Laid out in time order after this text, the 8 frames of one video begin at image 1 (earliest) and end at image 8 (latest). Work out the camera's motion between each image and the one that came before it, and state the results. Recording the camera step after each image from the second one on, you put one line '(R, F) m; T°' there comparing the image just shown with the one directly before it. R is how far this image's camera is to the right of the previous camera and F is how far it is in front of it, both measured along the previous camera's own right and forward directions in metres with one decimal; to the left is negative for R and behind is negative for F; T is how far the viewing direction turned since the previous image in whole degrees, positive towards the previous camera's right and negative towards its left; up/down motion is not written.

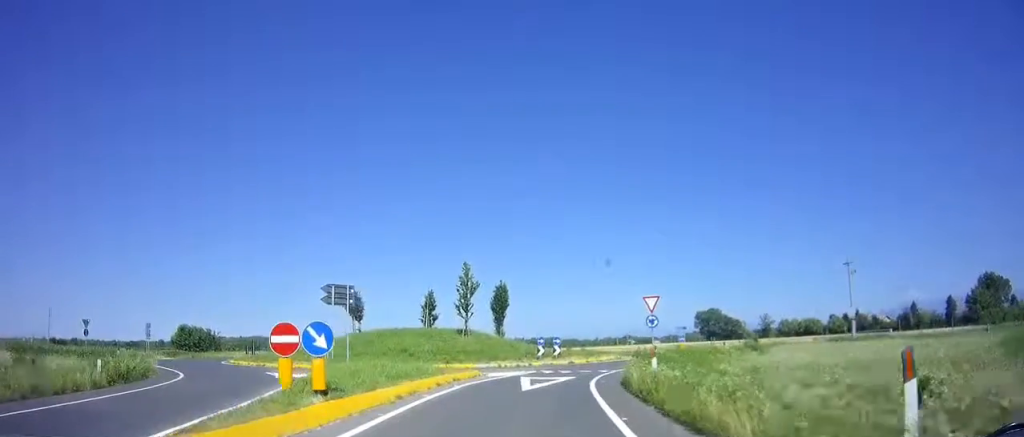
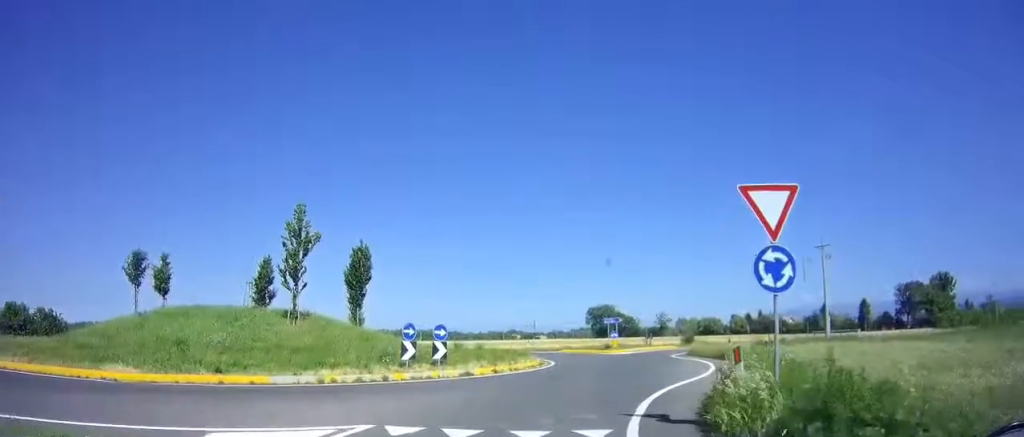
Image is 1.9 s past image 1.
(+1.8, +16.0) m; +6°
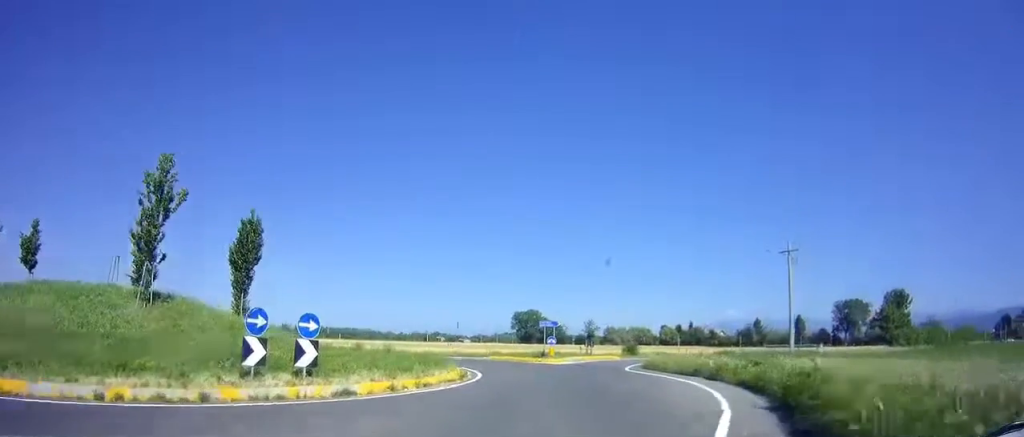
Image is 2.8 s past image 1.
(0.0, +6.6) m; 0°
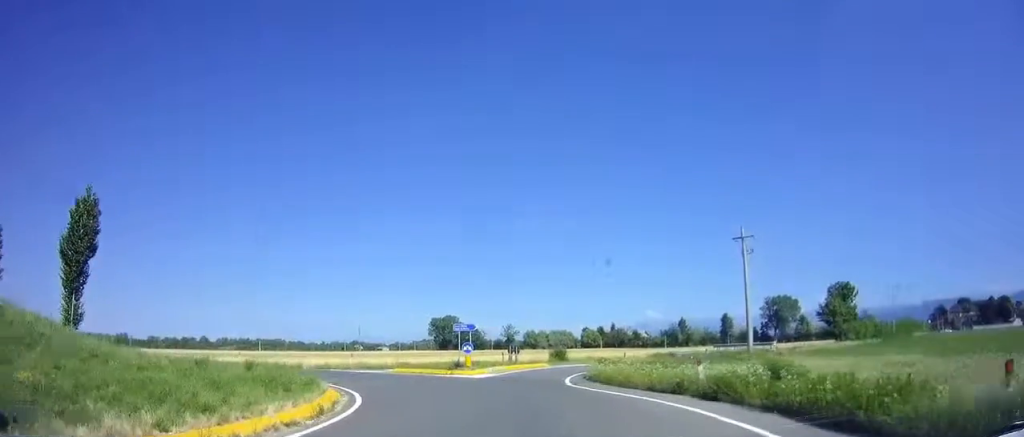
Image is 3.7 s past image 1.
(0.0, +6.8) m; -1°
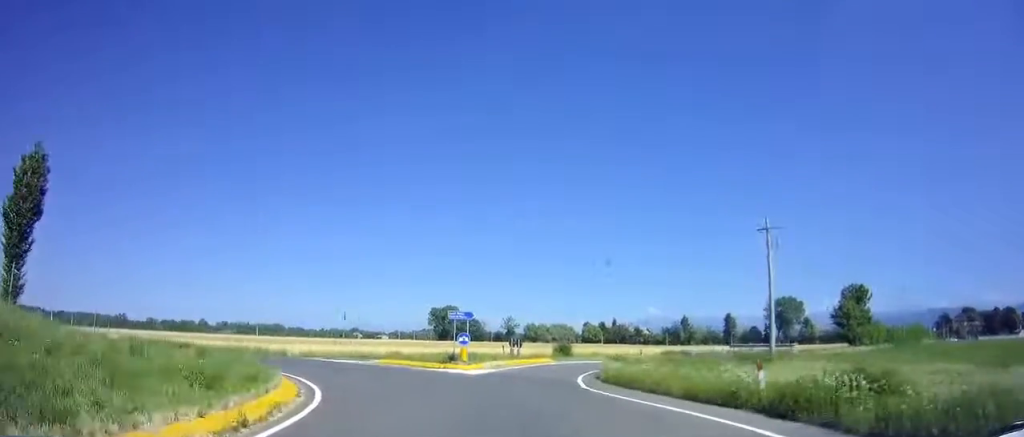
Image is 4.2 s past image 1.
(0.0, +3.1) m; -6°
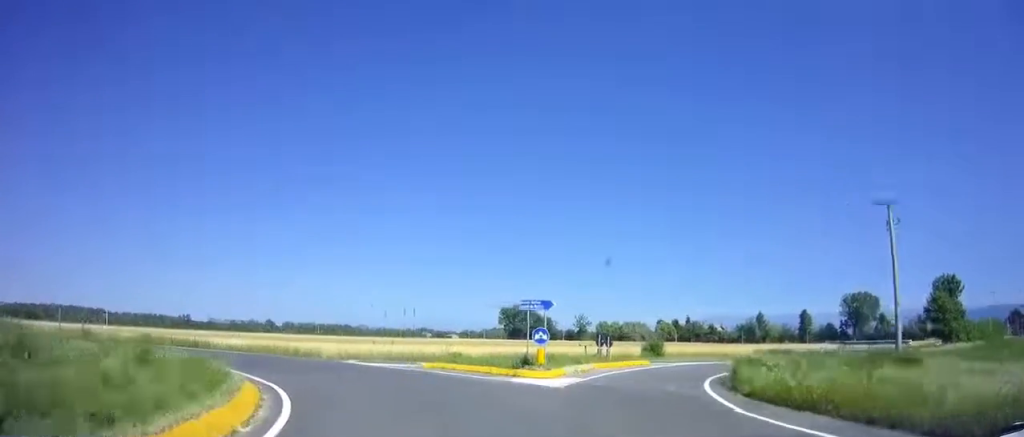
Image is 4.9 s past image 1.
(-0.3, +5.6) m; -13°
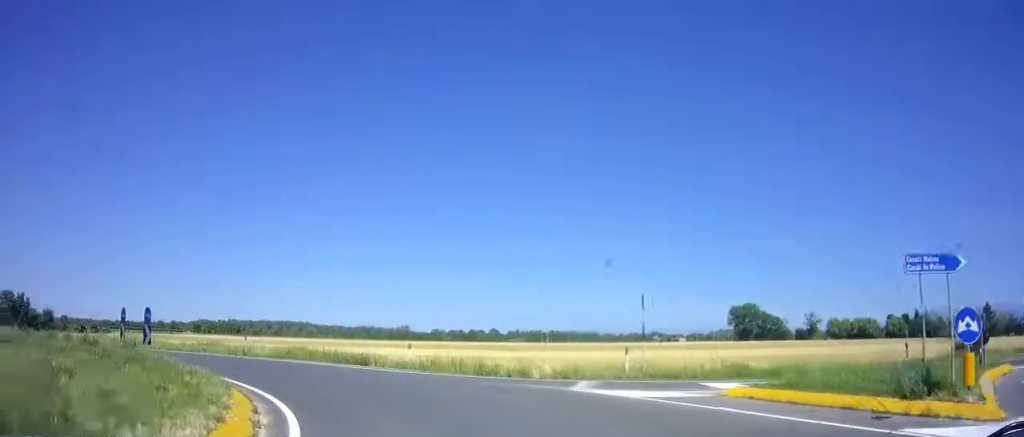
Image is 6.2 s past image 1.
(-2.7, +9.9) m; -30°
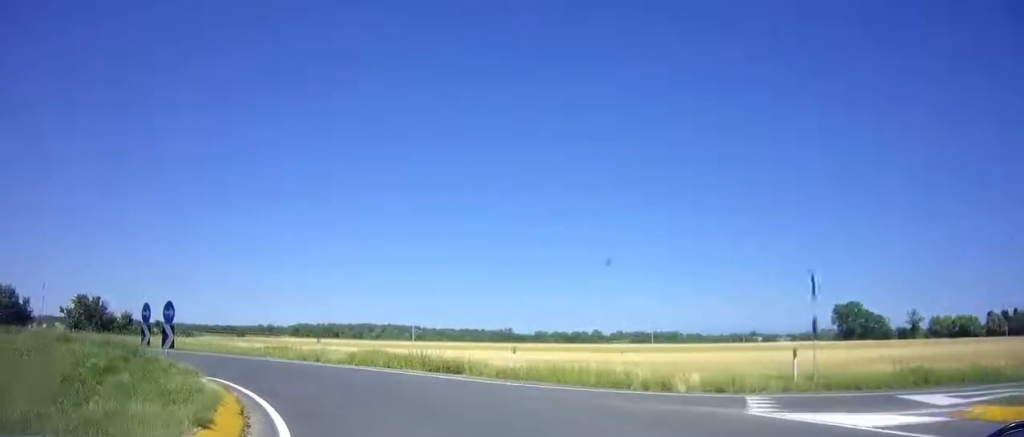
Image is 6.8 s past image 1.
(-0.1, +4.2) m; -13°
